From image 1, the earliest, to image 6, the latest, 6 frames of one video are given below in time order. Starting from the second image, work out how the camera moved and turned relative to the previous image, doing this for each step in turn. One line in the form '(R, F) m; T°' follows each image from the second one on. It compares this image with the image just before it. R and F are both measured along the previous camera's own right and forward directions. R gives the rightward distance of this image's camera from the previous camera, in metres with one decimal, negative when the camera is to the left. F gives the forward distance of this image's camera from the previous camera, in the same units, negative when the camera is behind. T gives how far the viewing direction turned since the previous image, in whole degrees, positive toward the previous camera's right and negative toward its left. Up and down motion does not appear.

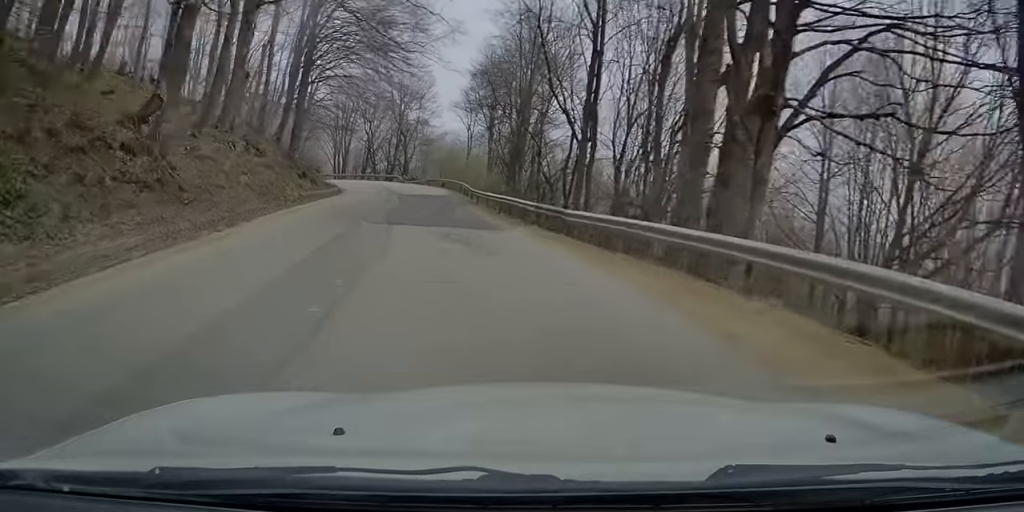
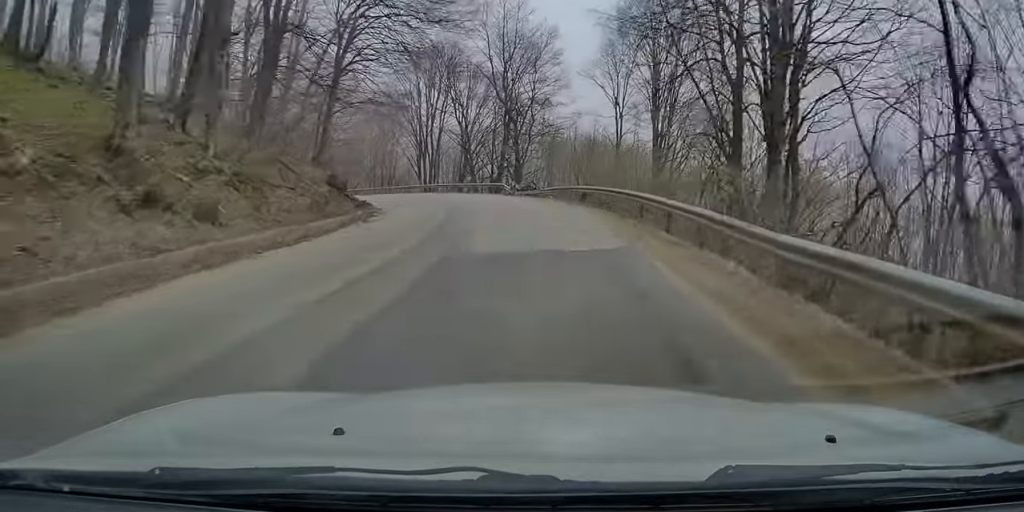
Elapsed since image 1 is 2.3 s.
(-8.4, +24.0) m; -25°
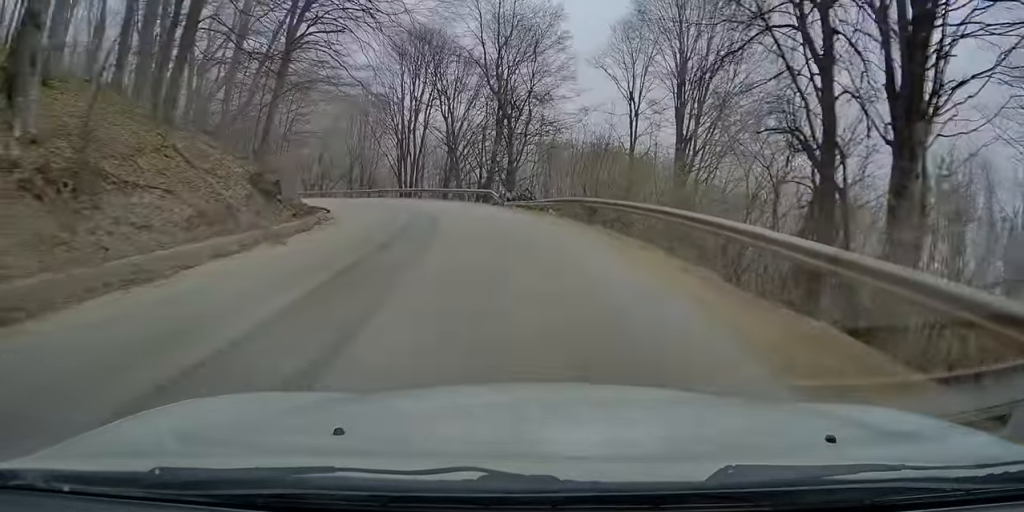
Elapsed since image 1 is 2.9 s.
(+0.1, +7.0) m; 0°
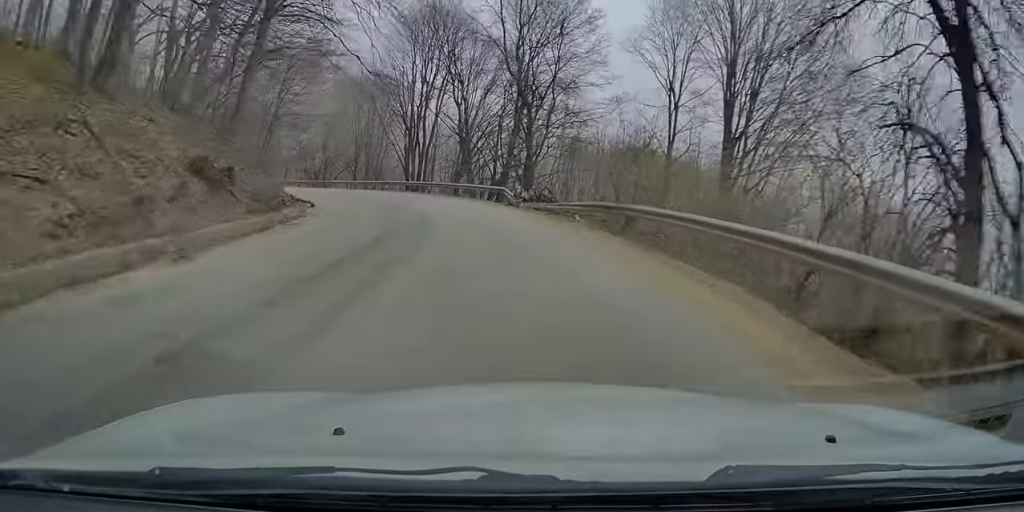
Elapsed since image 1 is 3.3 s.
(+0.3, +4.8) m; -2°
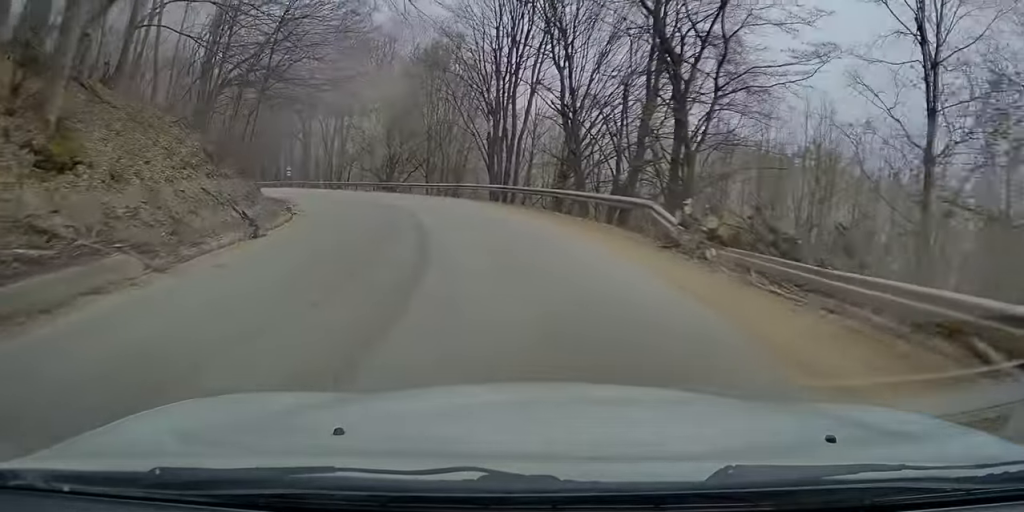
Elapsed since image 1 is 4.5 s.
(-1.1, +14.4) m; -11°
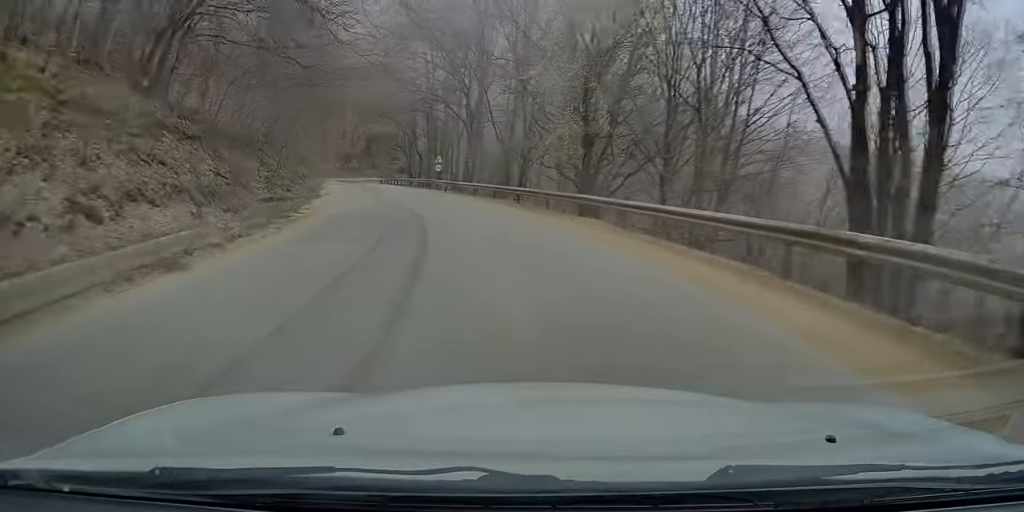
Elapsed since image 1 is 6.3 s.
(-3.9, +25.3) m; -17°
